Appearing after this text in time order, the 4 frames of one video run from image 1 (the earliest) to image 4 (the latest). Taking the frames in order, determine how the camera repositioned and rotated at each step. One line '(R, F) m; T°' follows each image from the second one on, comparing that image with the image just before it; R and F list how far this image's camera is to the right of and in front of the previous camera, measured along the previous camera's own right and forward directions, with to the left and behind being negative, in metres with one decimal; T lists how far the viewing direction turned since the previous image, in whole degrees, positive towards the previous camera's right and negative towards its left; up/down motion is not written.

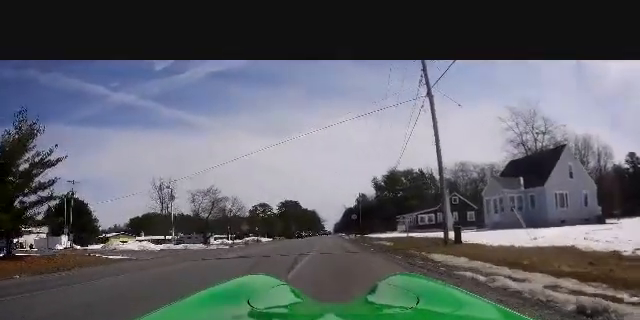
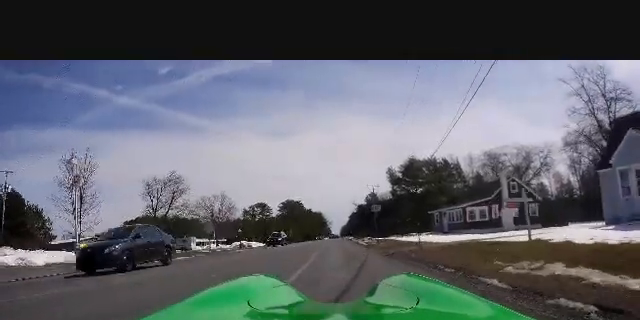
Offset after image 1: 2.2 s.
(-0.2, +17.8) m; -4°
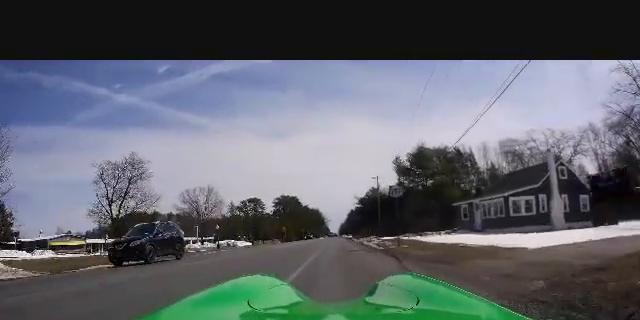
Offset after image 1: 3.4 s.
(0.0, +10.0) m; 0°
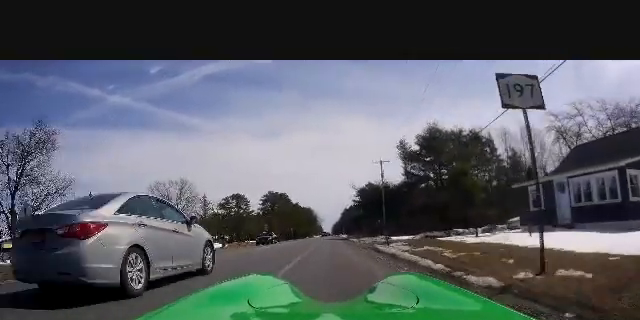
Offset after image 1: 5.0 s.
(-0.1, +13.5) m; -5°
